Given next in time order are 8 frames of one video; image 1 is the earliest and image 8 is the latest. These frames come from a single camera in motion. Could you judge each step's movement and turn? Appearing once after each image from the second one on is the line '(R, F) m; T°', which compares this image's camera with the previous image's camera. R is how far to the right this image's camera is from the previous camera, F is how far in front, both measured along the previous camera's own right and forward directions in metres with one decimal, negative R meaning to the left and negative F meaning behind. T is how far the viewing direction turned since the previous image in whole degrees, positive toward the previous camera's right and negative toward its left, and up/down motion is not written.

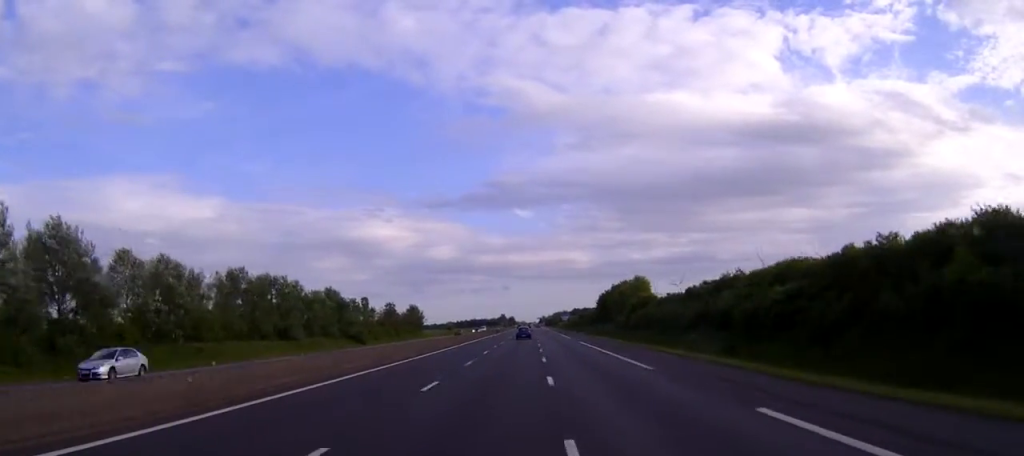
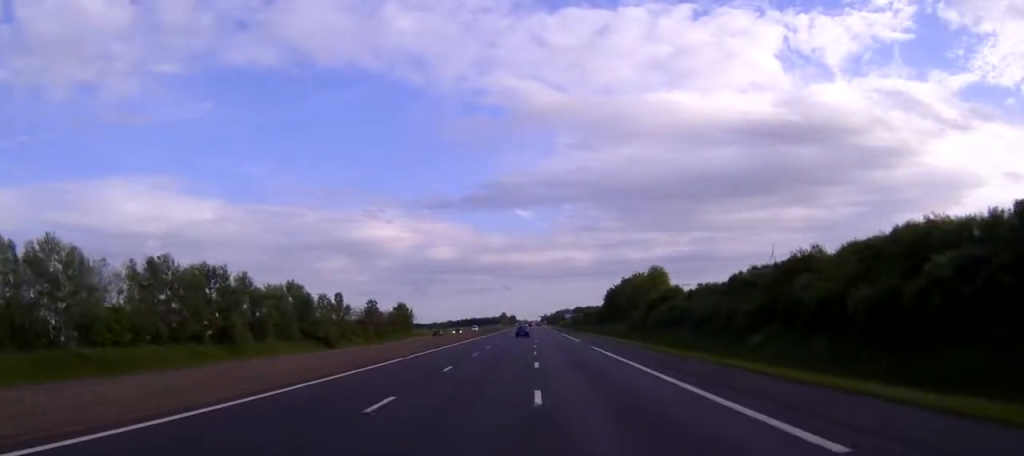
(0.0, +18.5) m; 0°
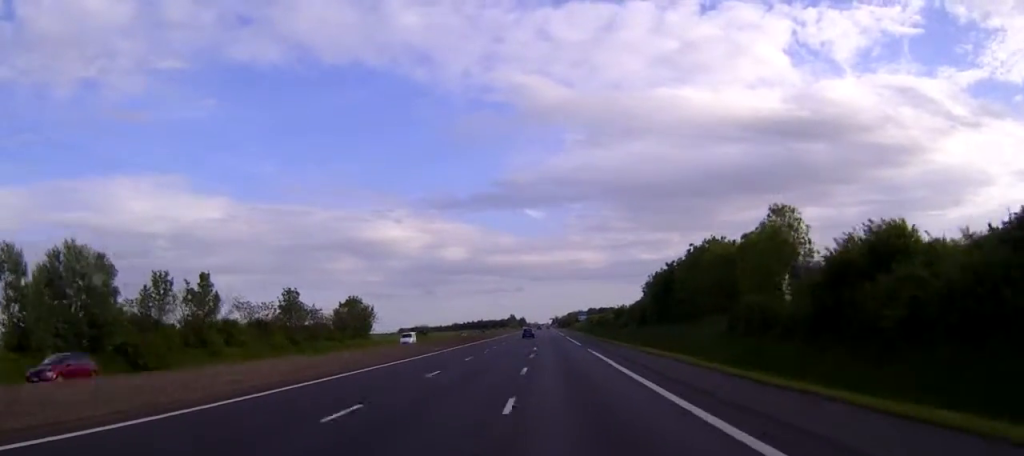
(-0.4, +52.7) m; -1°
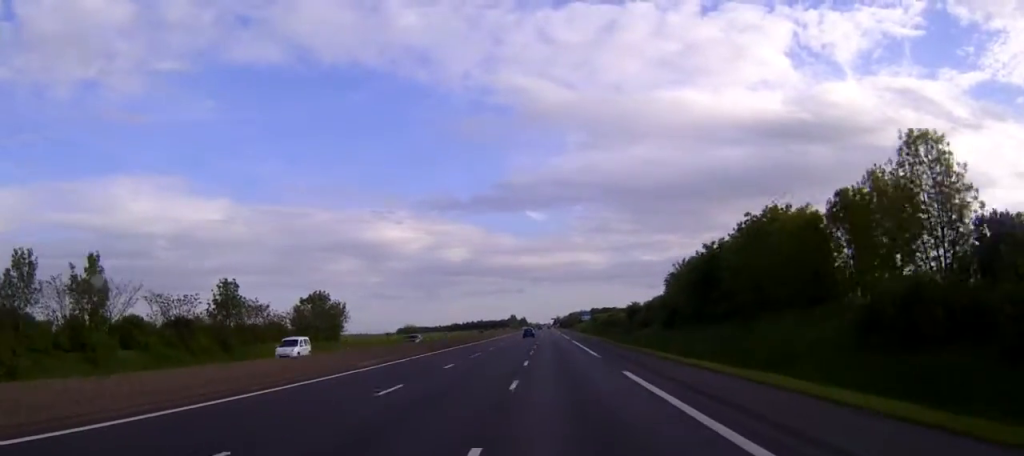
(-0.1, +20.4) m; 0°
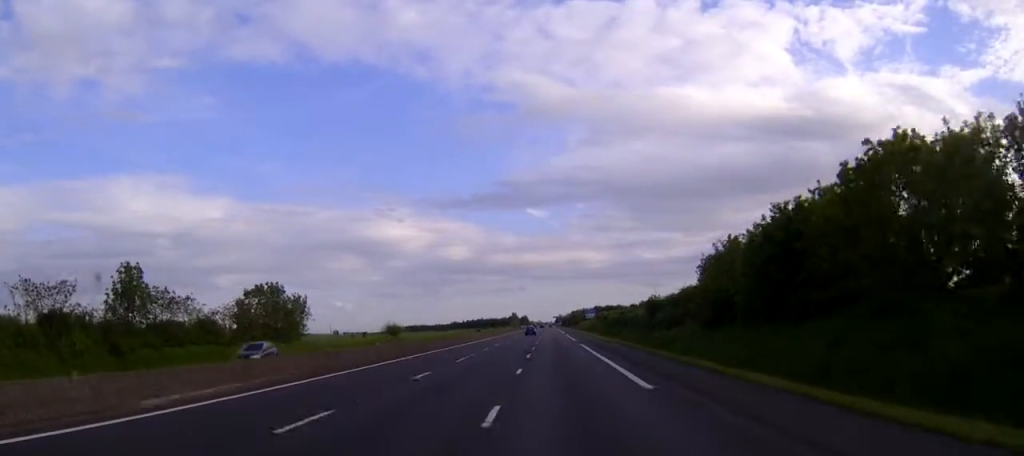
(-0.1, +20.5) m; 0°
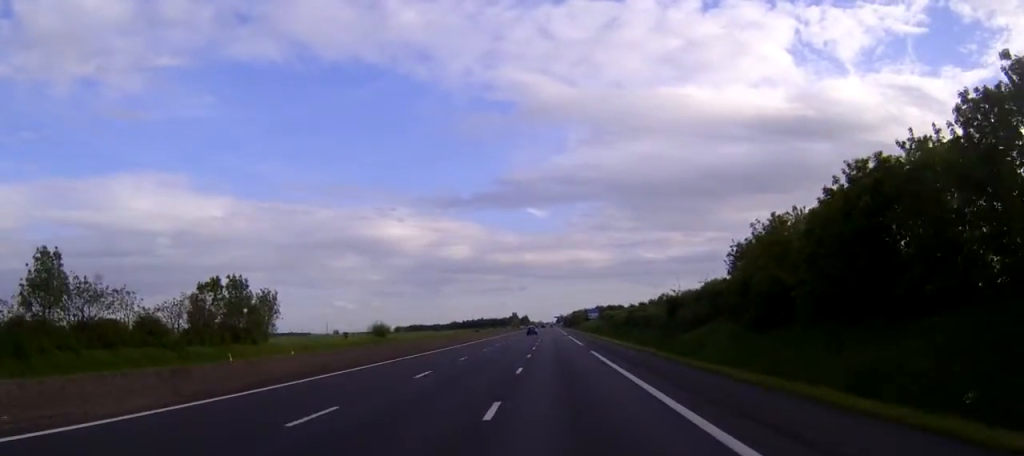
(0.0, +12.2) m; 0°
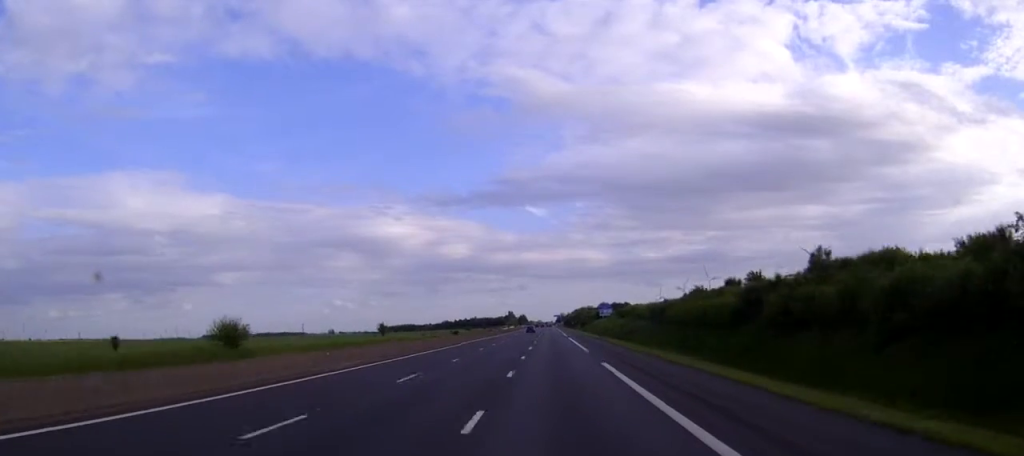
(+0.1, +66.8) m; 0°
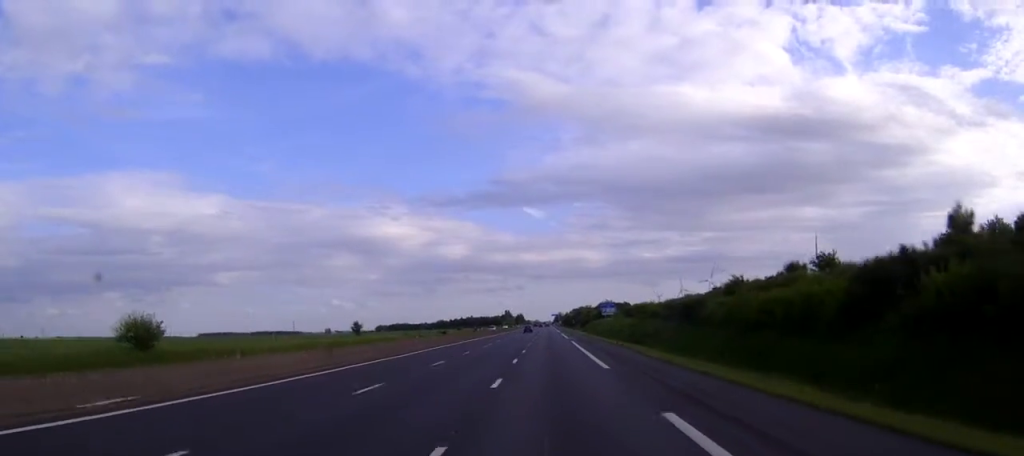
(0.0, +17.9) m; 0°
